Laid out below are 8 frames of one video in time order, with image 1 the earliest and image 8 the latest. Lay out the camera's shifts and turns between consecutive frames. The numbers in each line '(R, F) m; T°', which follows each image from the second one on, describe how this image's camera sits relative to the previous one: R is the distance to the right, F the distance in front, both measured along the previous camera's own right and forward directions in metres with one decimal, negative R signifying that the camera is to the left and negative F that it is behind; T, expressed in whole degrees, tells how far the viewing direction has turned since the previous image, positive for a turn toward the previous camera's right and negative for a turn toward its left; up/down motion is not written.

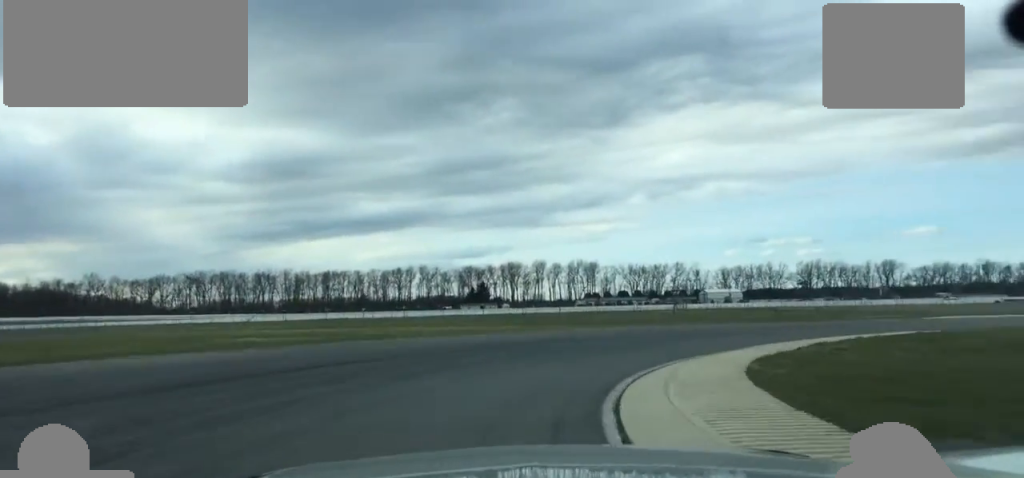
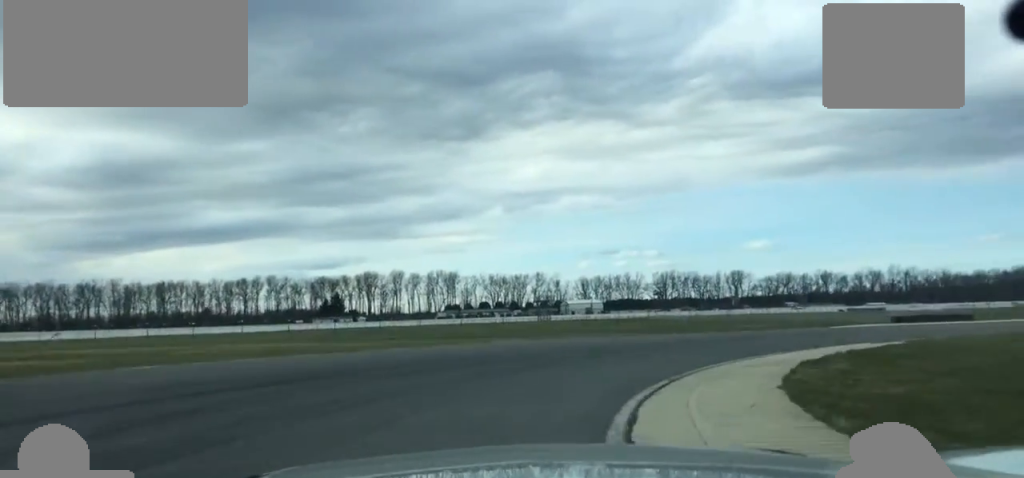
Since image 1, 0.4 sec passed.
(+1.4, +9.0) m; +7°
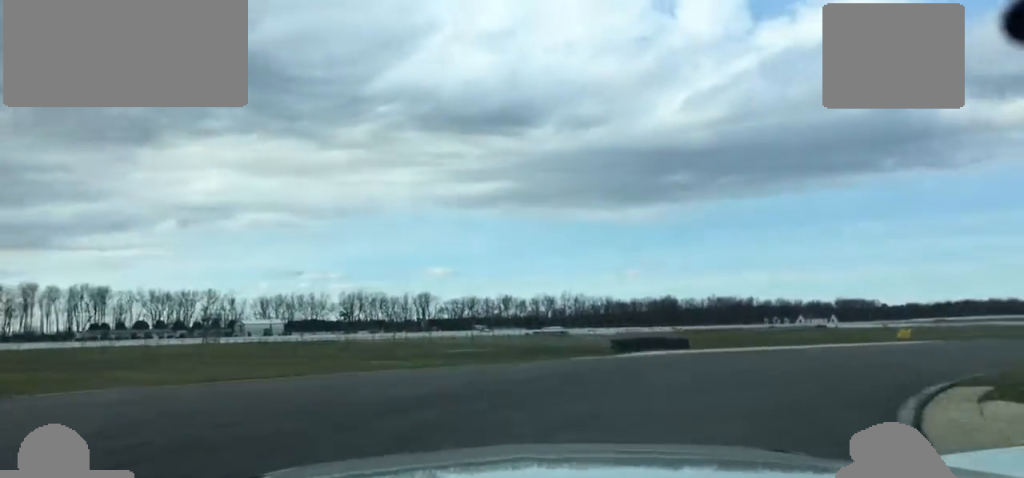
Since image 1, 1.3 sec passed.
(+2.2, +18.7) m; +21°
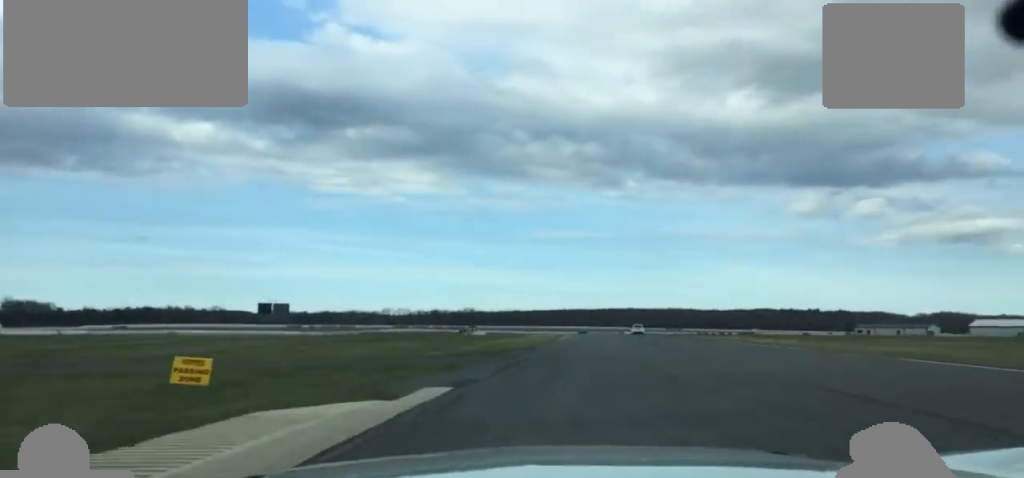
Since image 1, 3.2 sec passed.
(+19.5, +30.7) m; +54°
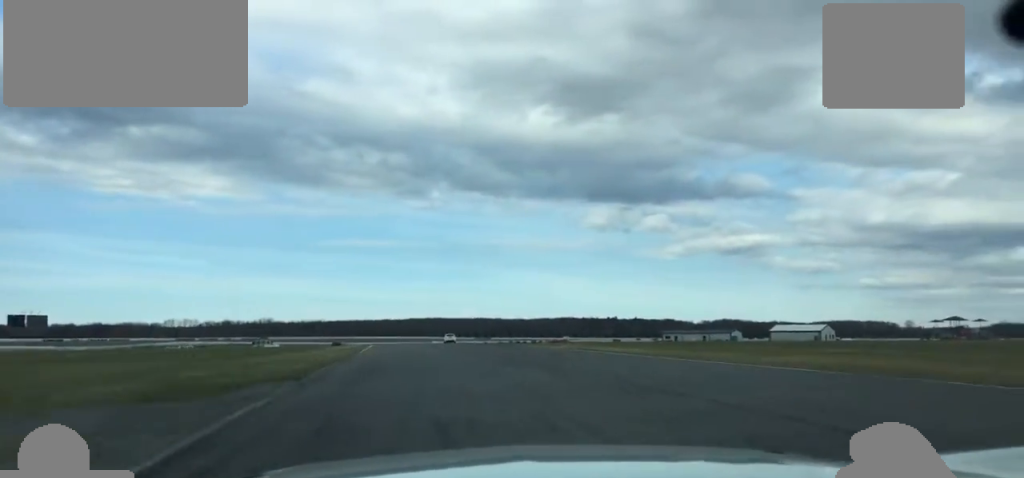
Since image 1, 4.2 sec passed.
(+2.3, +22.4) m; +8°
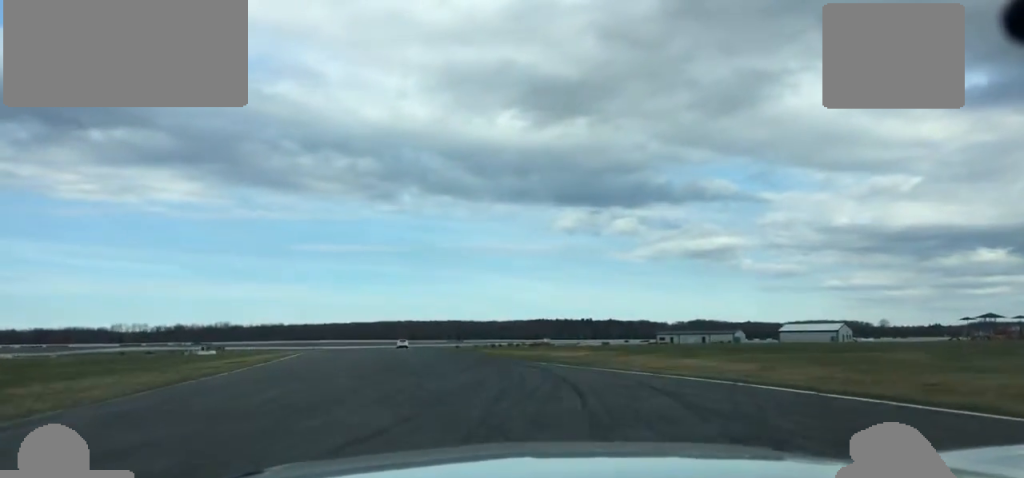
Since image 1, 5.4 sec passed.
(+1.2, +32.2) m; +1°
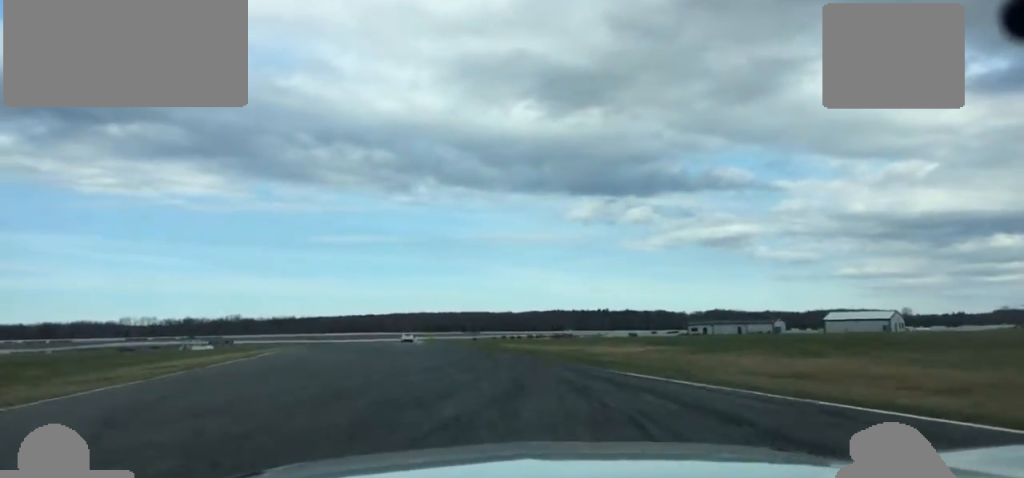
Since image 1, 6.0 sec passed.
(-0.1, +17.2) m; -1°
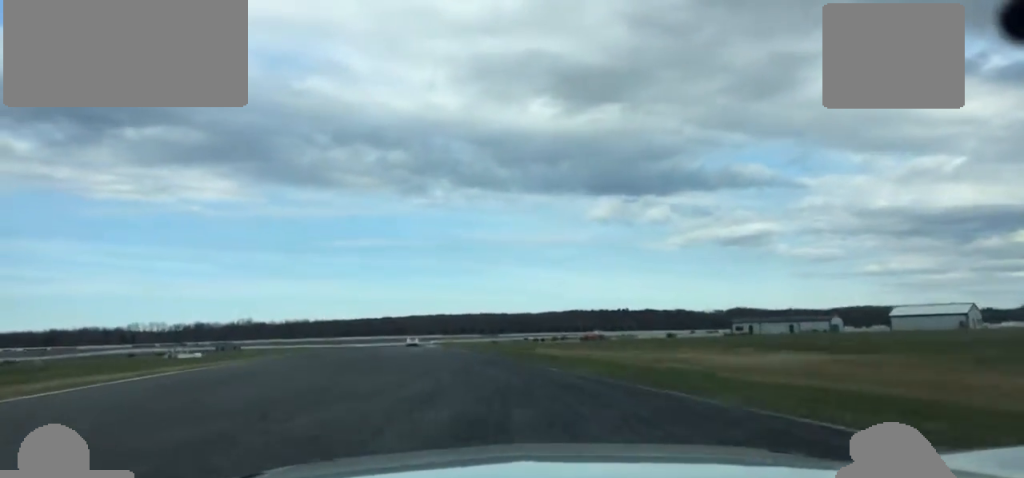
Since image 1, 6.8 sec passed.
(-0.2, +22.4) m; 0°
